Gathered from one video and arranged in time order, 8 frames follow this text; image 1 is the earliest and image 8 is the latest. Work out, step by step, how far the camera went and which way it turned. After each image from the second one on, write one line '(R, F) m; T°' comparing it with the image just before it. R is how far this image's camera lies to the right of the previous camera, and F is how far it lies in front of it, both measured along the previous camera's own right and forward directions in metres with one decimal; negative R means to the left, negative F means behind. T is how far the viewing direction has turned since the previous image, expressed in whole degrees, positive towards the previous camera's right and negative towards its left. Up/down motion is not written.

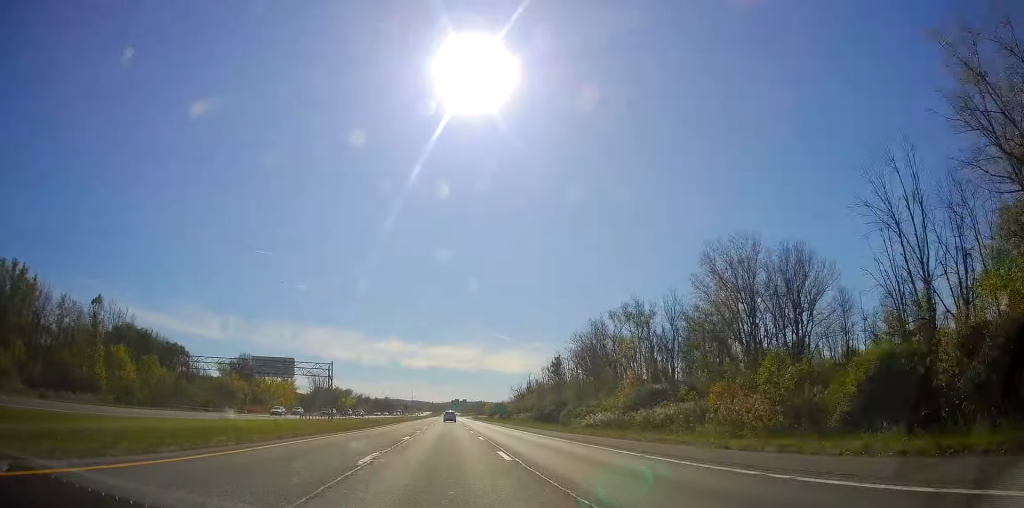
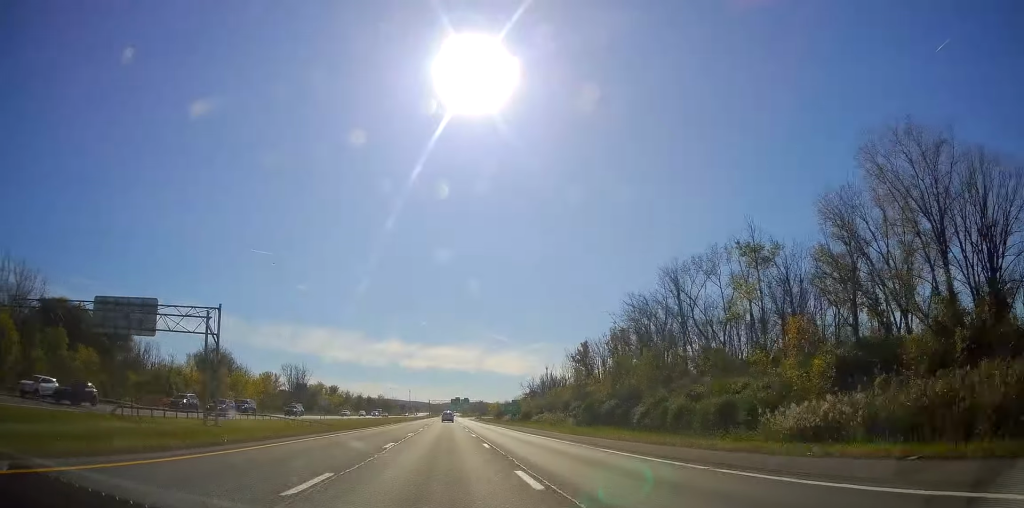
(+0.4, +42.8) m; +1°
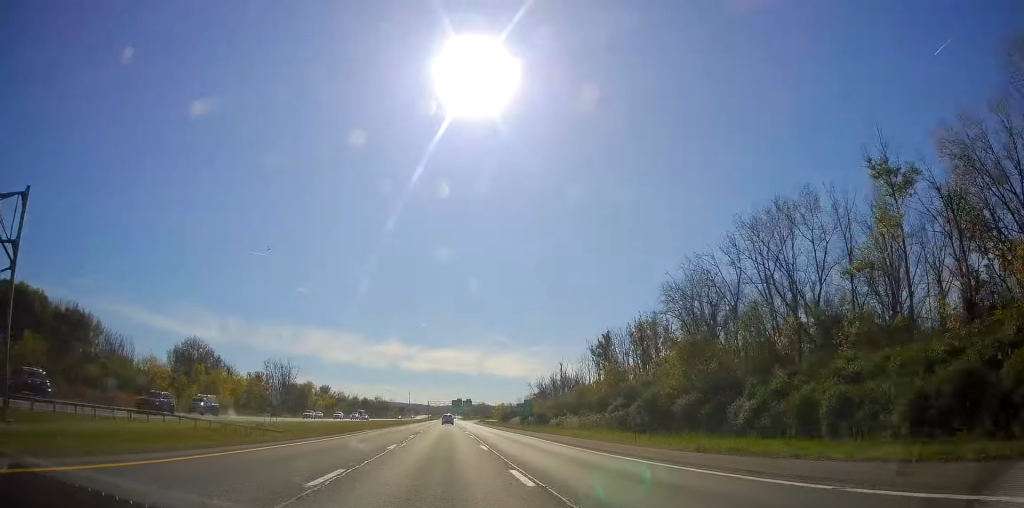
(0.0, +23.3) m; 0°
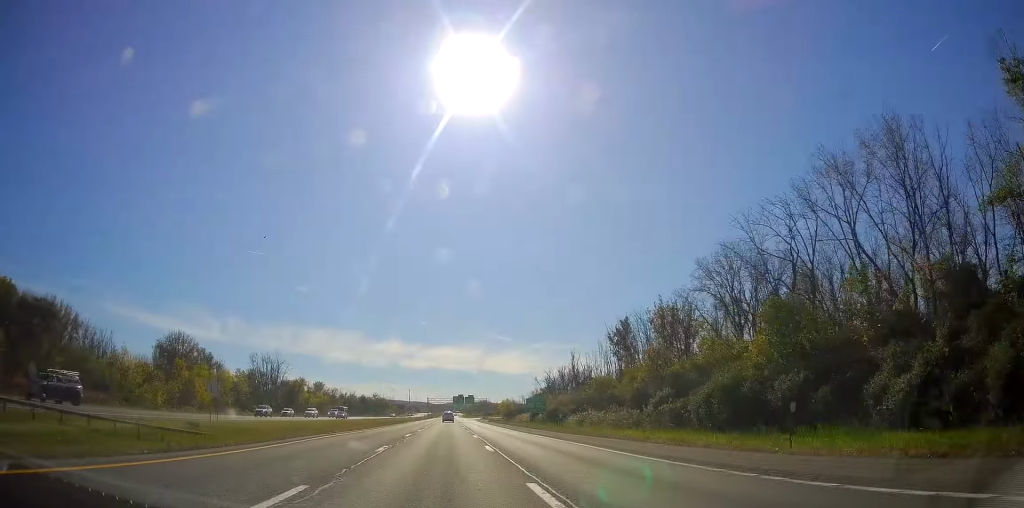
(0.0, +15.6) m; 0°
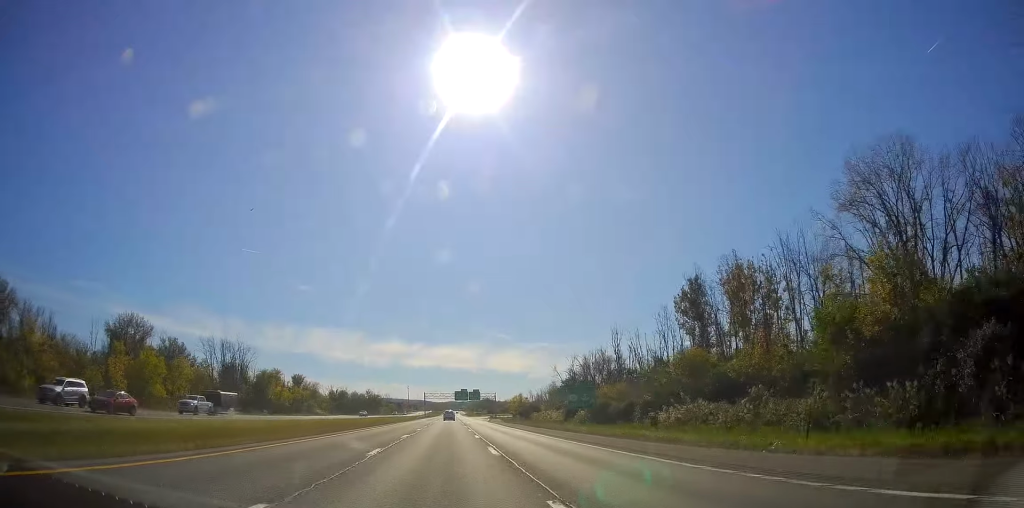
(-0.3, +38.9) m; 0°
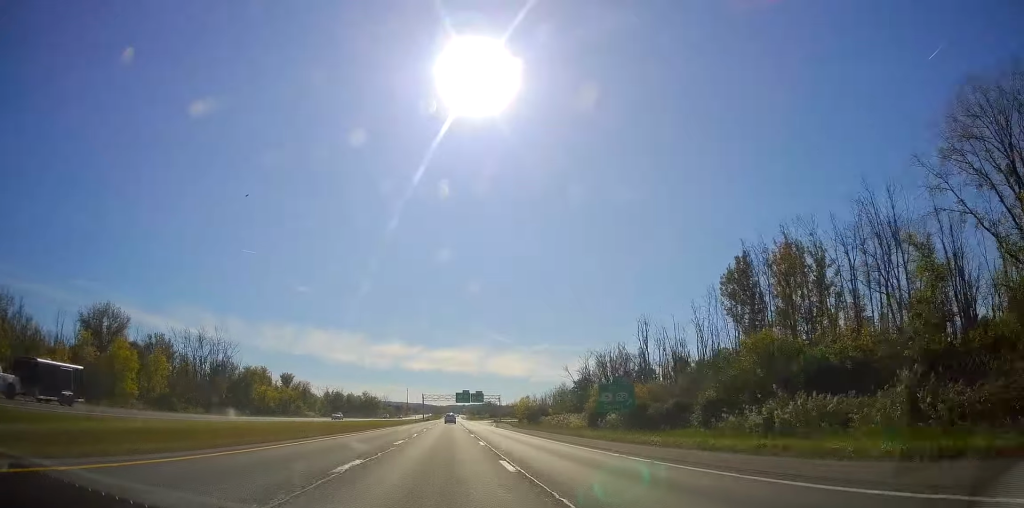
(0.0, +16.5) m; 0°
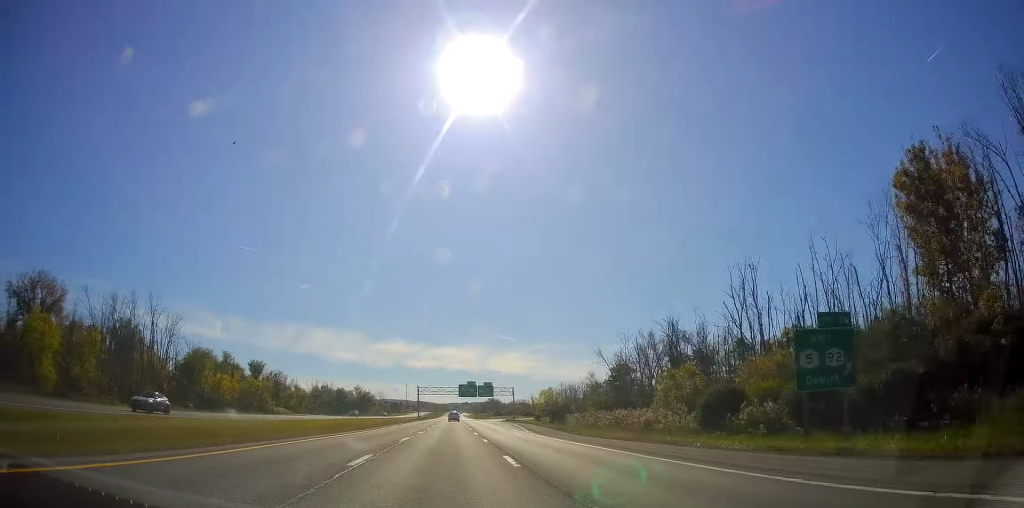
(+0.1, +36.0) m; 0°
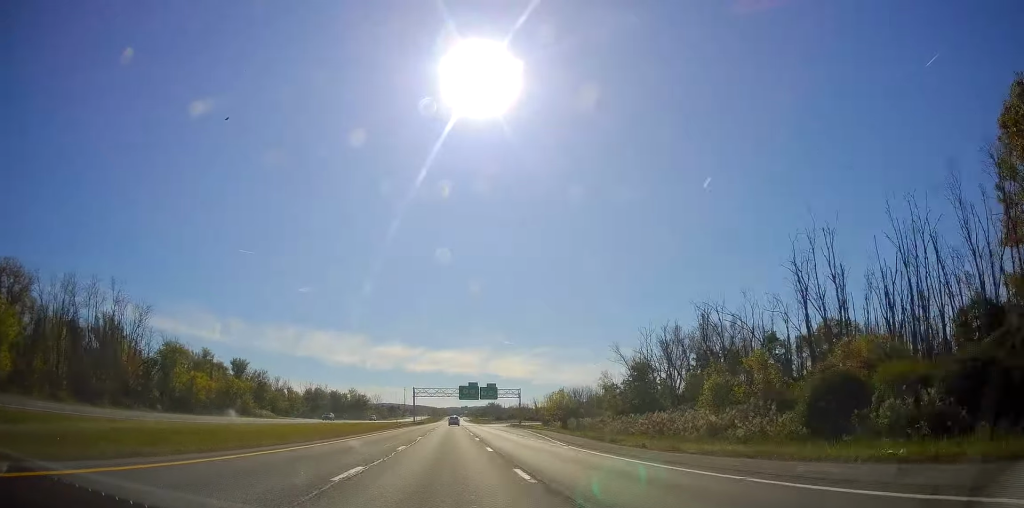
(-0.1, +14.6) m; 0°
